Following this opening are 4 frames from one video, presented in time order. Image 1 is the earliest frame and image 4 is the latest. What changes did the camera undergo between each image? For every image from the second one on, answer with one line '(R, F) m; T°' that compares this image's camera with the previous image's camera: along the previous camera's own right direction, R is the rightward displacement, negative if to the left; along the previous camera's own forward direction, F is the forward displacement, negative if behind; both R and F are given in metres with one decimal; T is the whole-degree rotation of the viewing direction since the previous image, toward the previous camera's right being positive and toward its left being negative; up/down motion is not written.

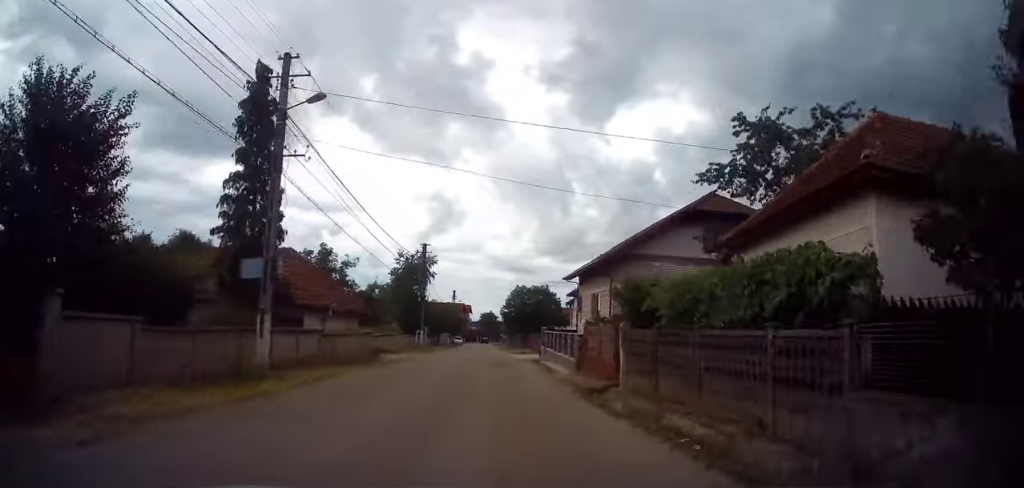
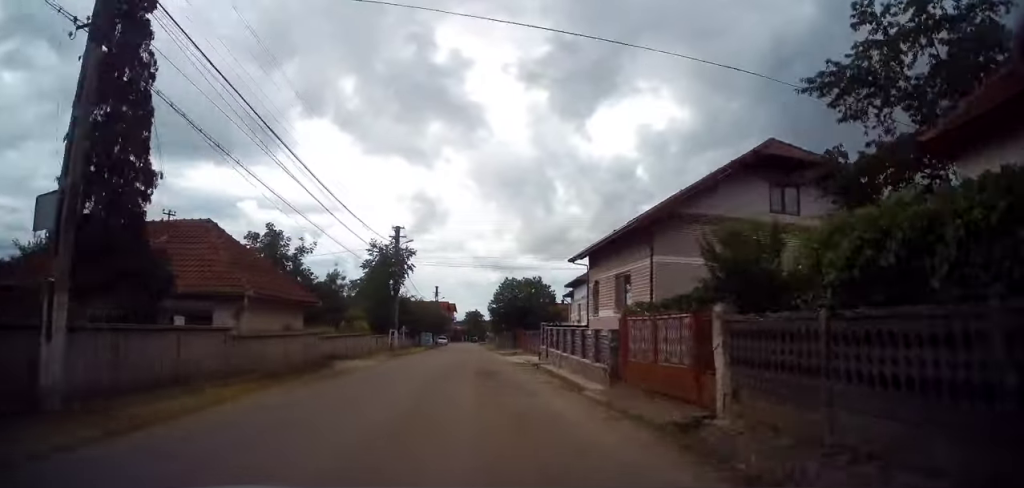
(+0.4, +6.7) m; +3°
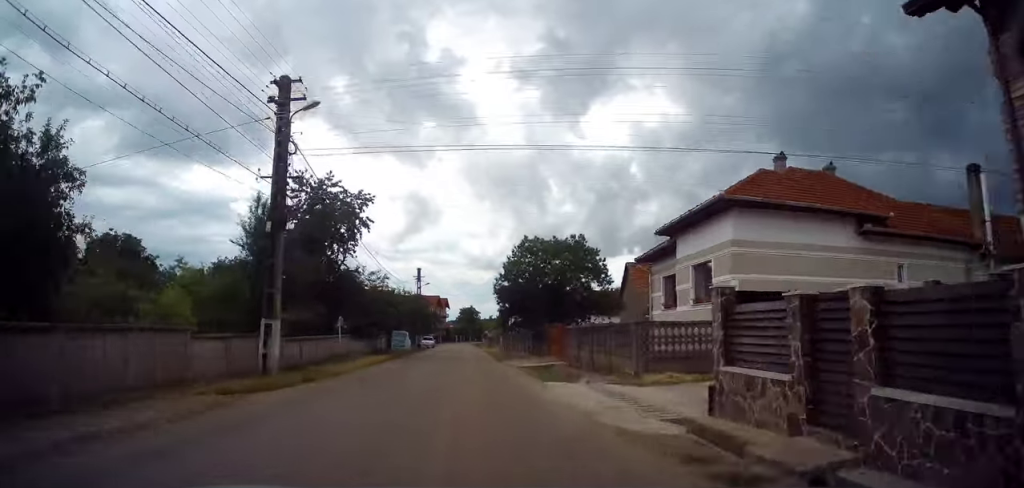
(+0.9, +21.0) m; +2°
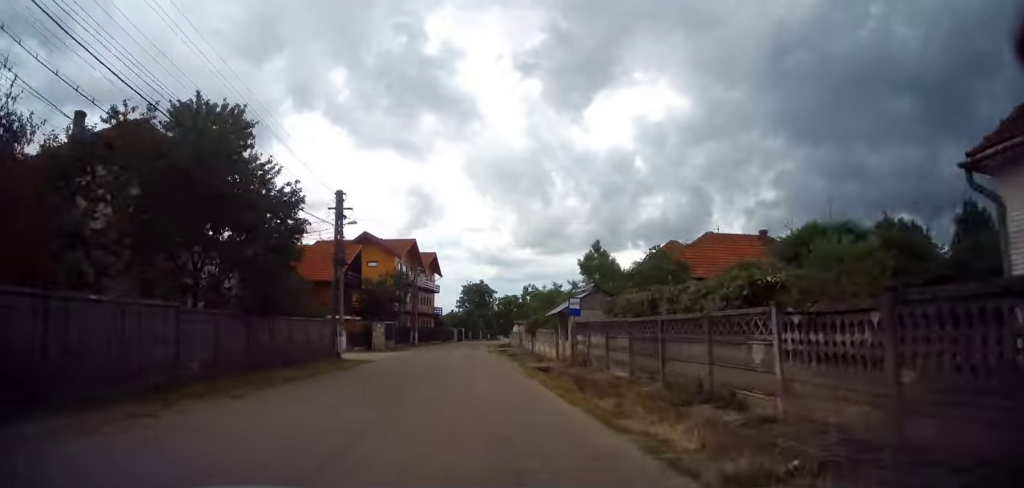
(-0.8, +73.4) m; 0°
